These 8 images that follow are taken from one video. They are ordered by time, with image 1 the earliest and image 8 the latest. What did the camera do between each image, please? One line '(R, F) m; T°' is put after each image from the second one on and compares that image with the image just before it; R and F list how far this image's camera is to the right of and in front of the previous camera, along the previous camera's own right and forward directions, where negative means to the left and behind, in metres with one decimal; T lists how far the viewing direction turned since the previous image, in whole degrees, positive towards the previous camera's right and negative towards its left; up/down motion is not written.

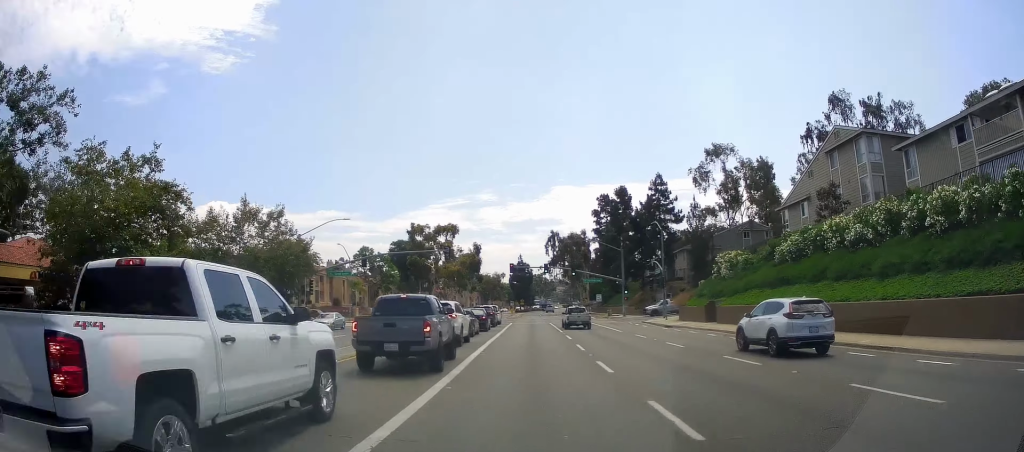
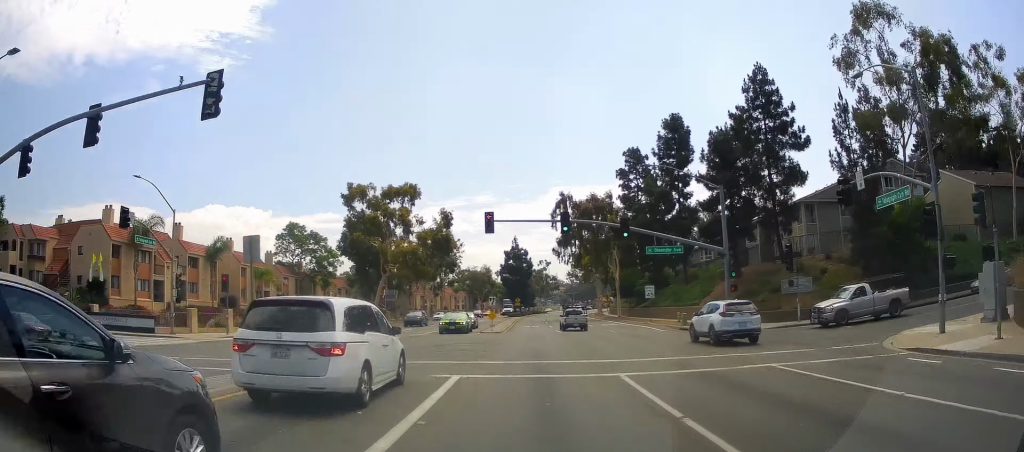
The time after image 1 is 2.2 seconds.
(-0.1, +41.7) m; 0°
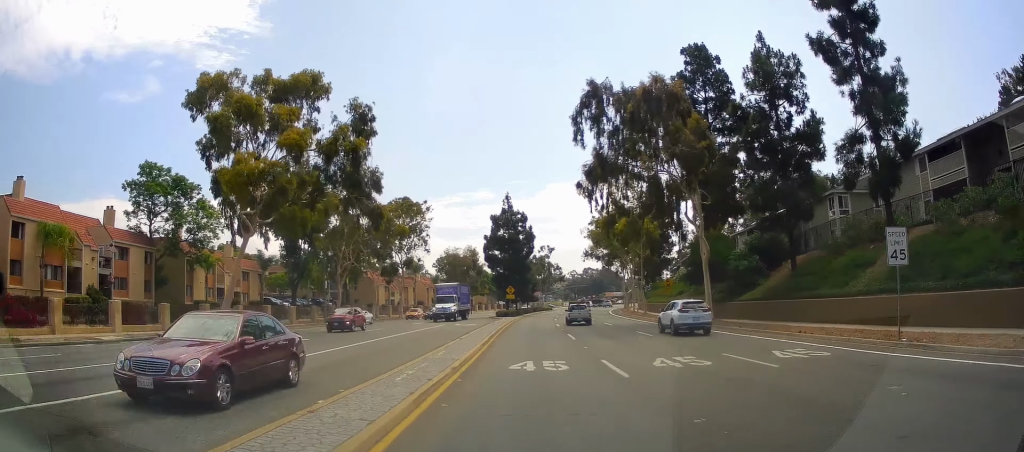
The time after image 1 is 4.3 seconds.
(0.0, +43.9) m; +1°
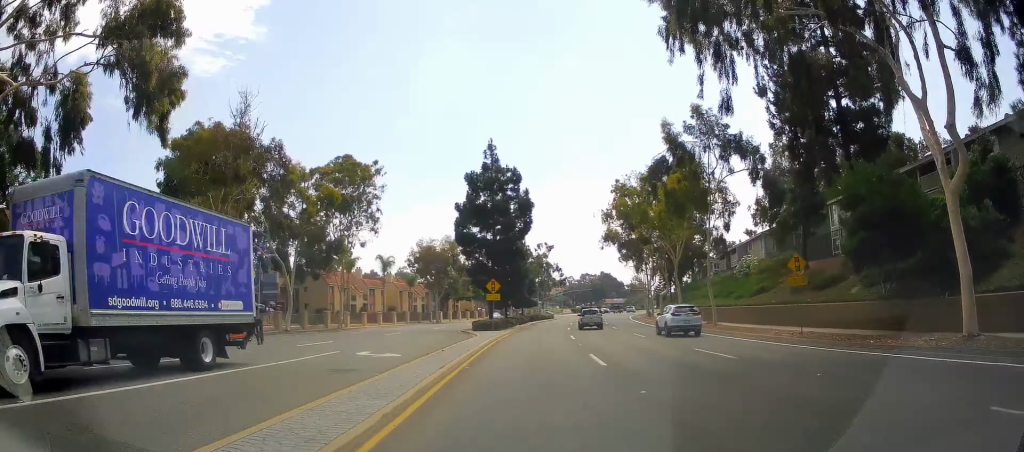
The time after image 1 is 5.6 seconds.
(+0.3, +28.7) m; +1°
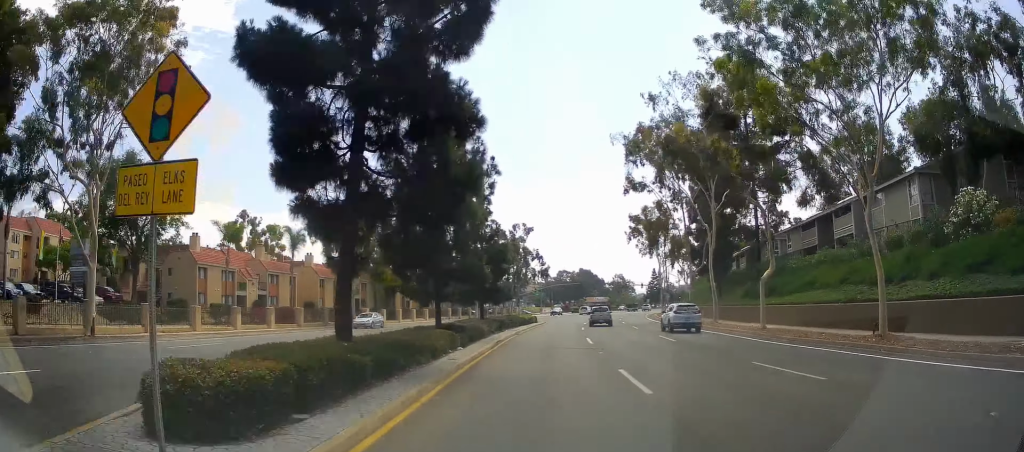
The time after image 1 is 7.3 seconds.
(+0.6, +36.3) m; +2°
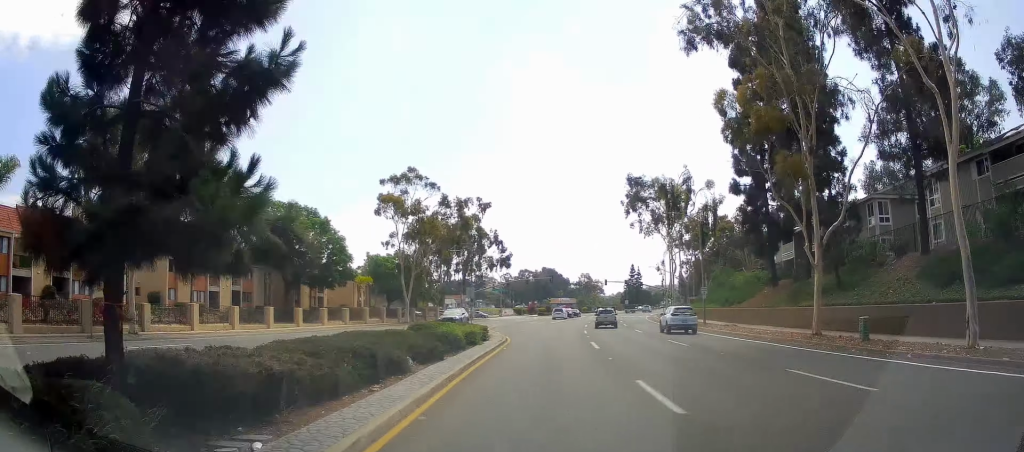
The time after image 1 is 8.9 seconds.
(+0.4, +30.7) m; +2°
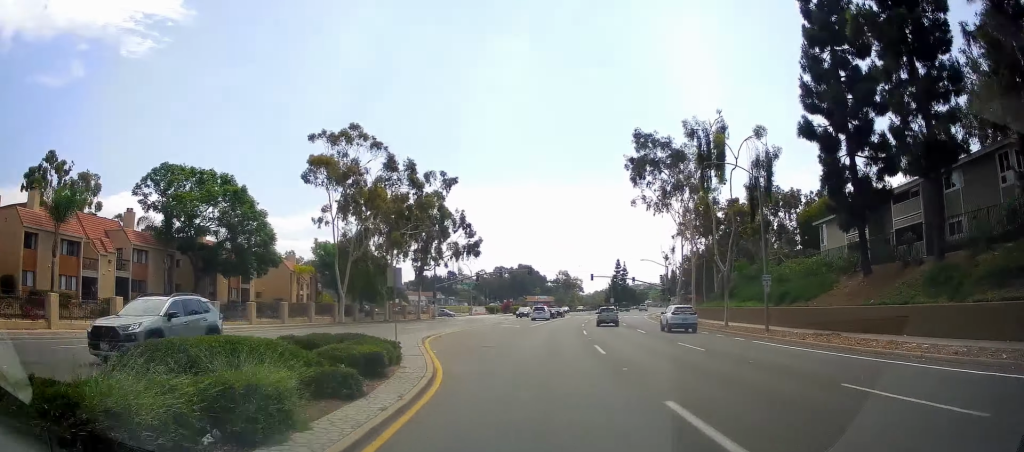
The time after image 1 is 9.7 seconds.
(+0.4, +16.6) m; +2°
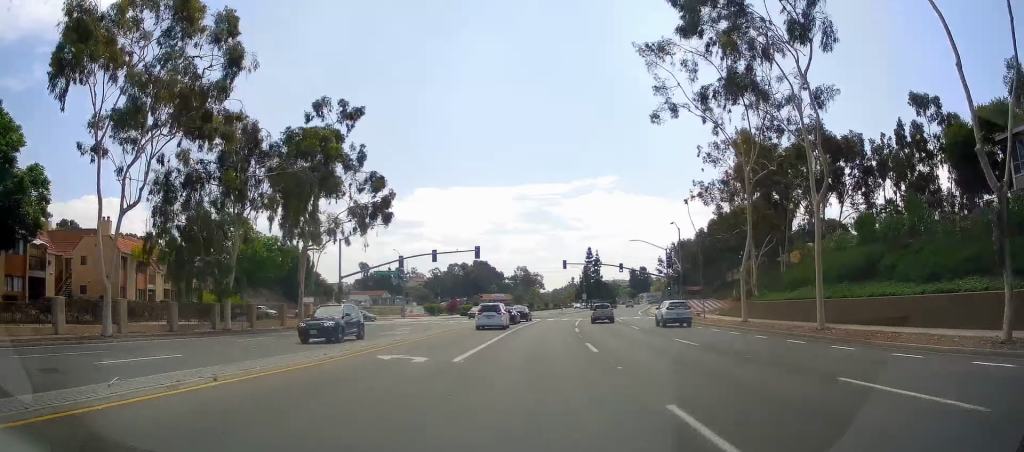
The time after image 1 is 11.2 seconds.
(+0.6, +28.4) m; +4°
